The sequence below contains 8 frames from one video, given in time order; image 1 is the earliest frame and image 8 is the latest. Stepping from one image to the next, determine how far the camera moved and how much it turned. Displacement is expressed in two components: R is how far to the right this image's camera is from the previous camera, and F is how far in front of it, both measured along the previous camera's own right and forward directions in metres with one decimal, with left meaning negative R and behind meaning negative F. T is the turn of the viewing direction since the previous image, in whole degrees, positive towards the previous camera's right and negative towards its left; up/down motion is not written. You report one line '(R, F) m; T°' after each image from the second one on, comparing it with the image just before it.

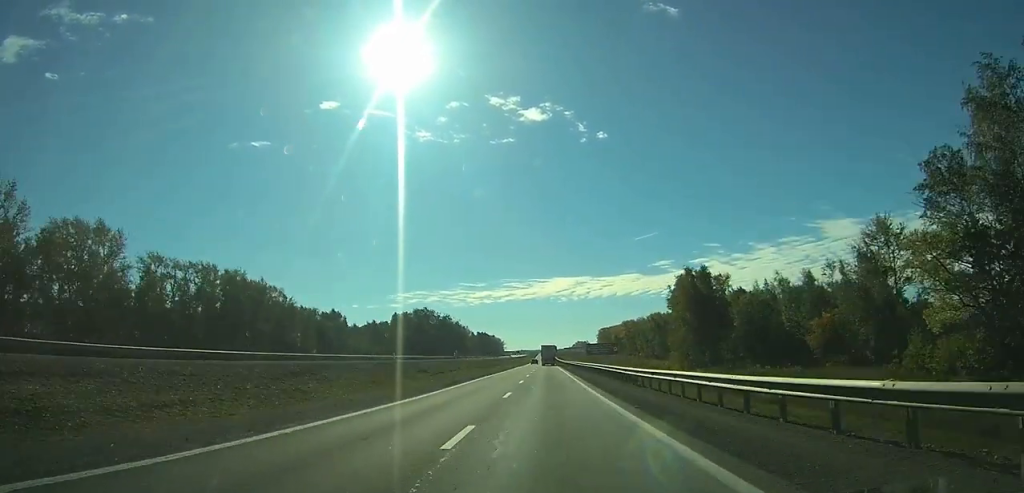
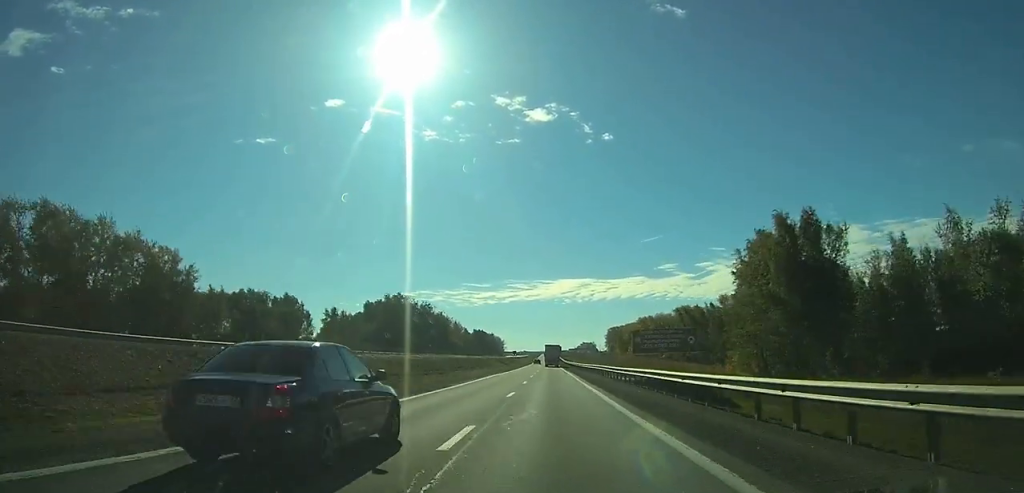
(-0.3, +48.3) m; 0°
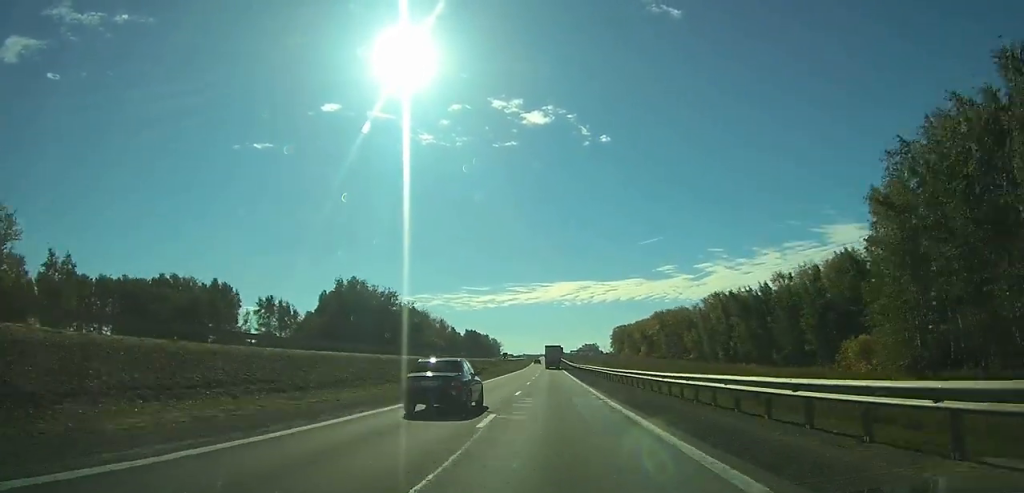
(0.0, +44.4) m; 0°
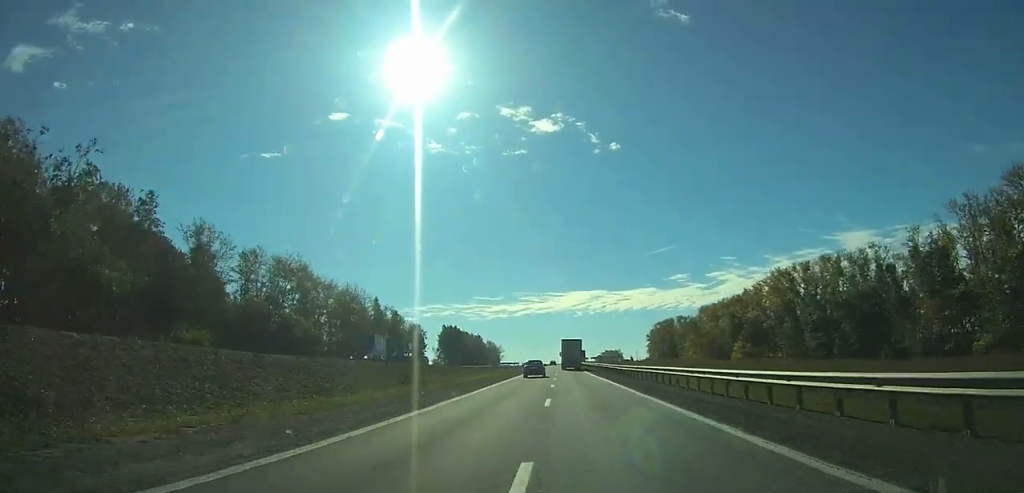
(-0.9, +127.2) m; -1°
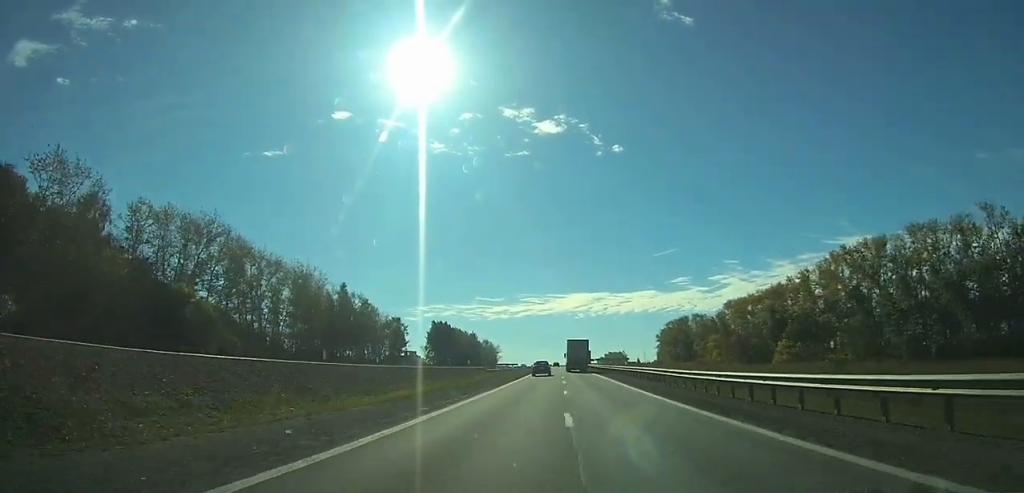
(-0.1, +29.0) m; 0°
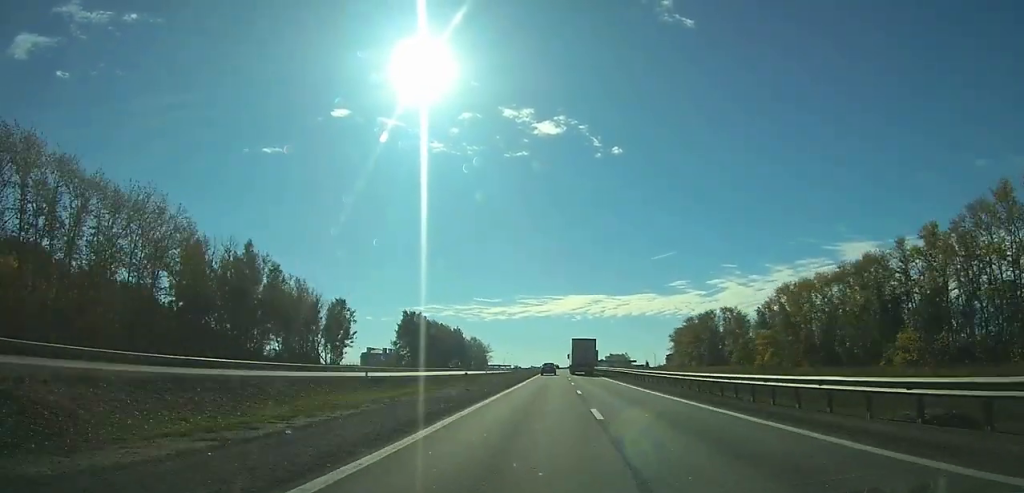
(-0.1, +46.3) m; 0°
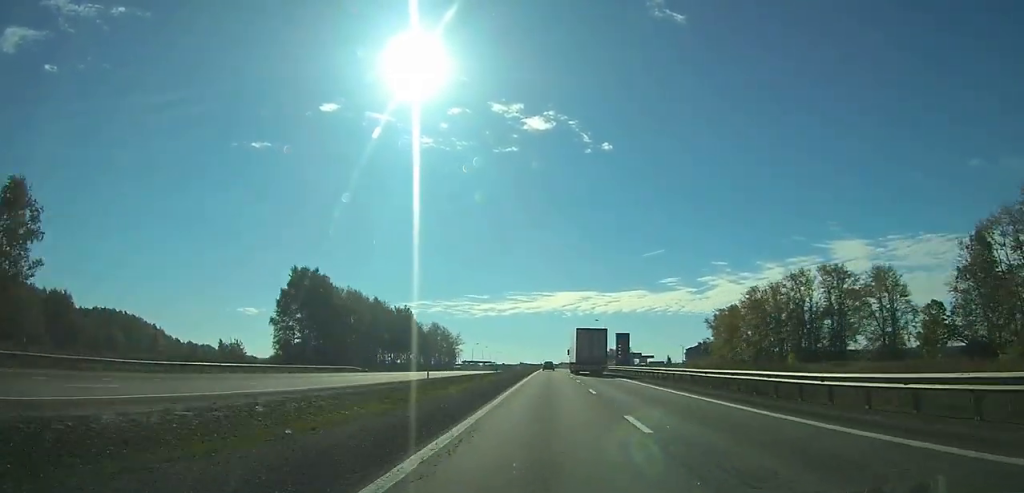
(+0.7, +86.8) m; +1°
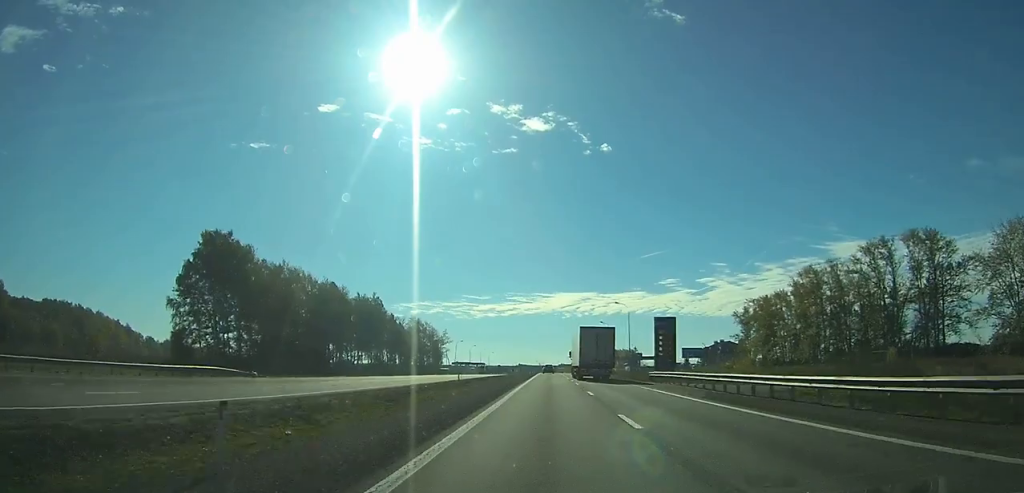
(+0.1, +34.6) m; 0°
